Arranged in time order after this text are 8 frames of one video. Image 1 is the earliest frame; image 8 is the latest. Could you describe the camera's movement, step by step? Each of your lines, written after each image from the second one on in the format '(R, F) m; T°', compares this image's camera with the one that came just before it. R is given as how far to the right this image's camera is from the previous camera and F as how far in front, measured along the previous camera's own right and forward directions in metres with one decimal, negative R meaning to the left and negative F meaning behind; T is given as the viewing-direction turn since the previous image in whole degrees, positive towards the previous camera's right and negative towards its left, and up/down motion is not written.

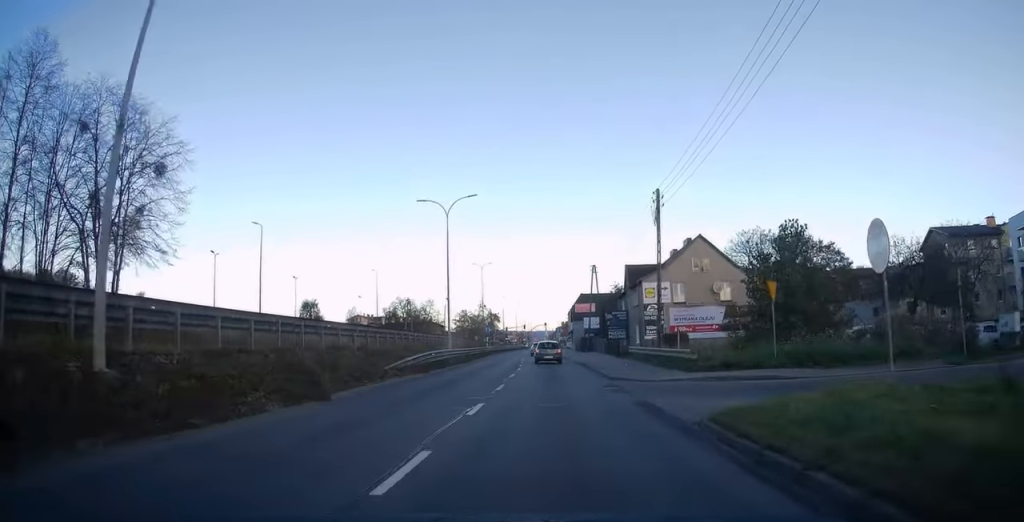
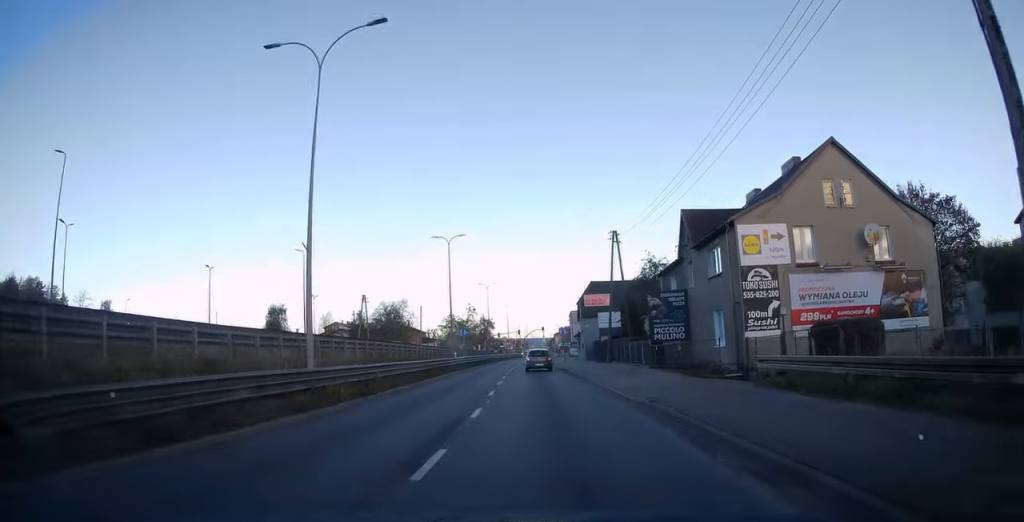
(0.0, +23.2) m; 0°
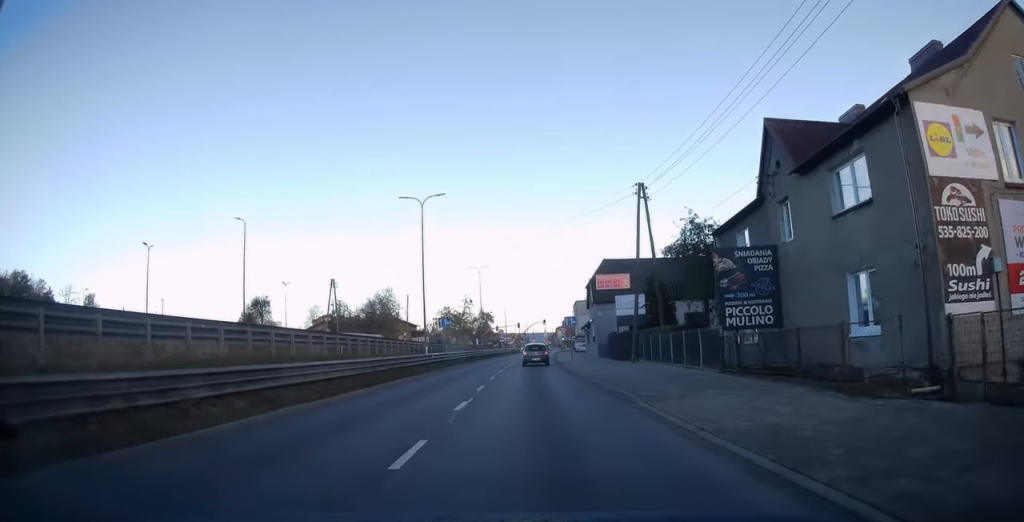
(0.0, +11.9) m; 0°
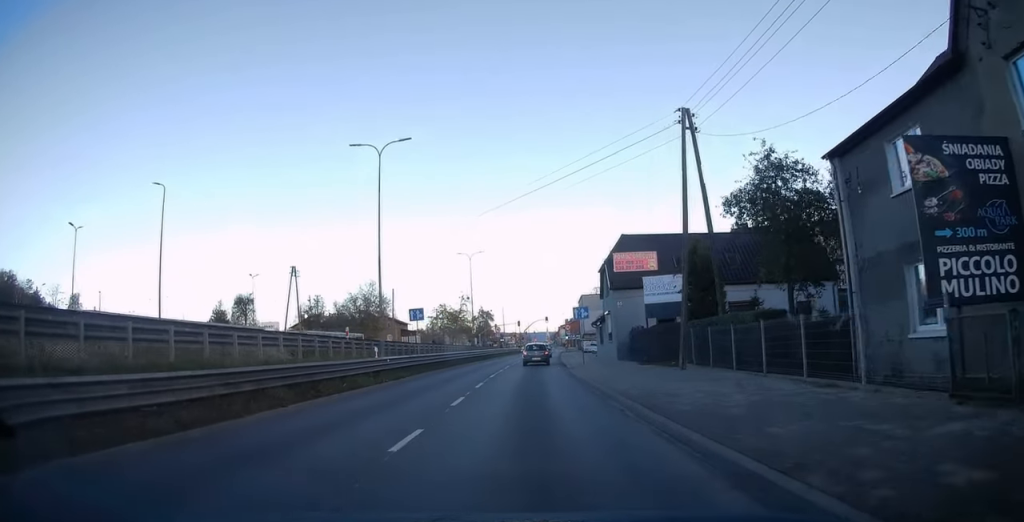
(+0.1, +10.8) m; 0°
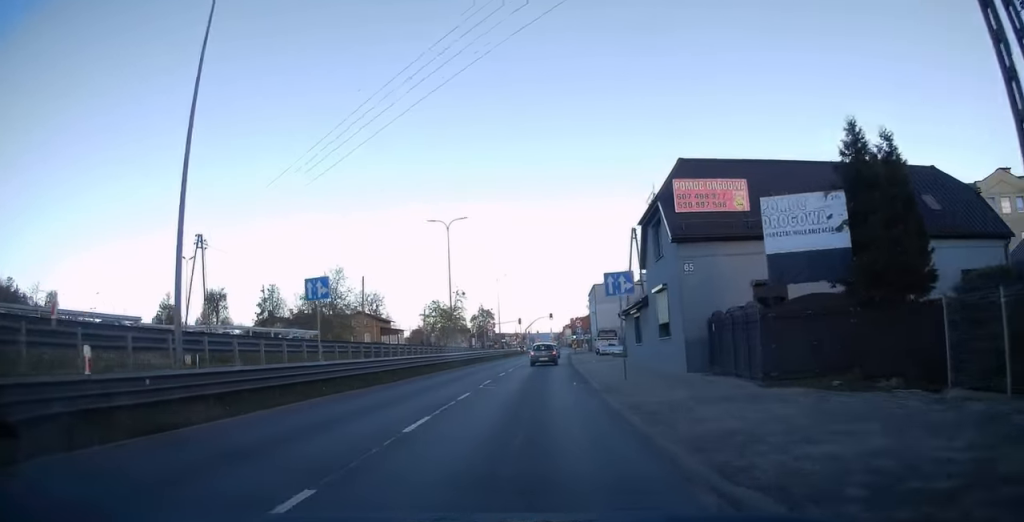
(0.0, +16.4) m; 0°
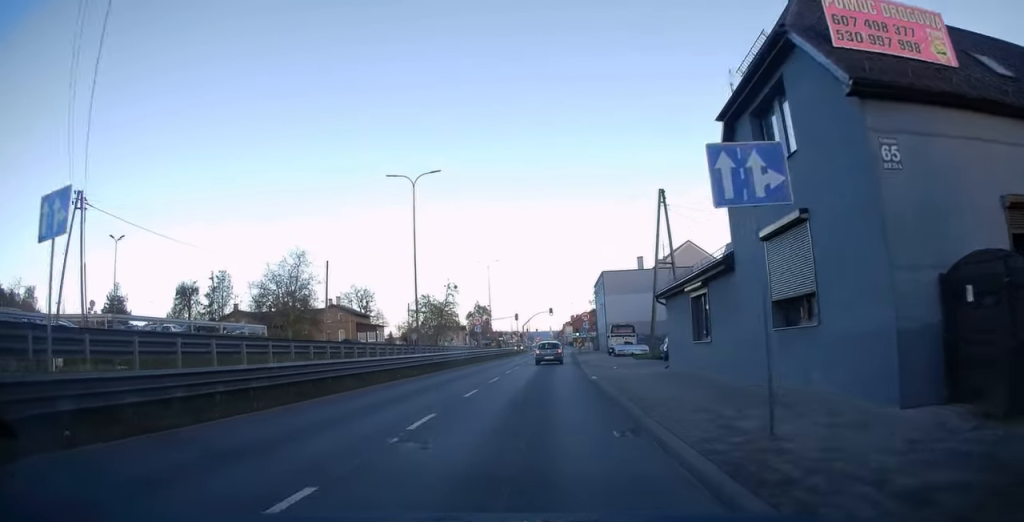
(-0.1, +11.9) m; 0°
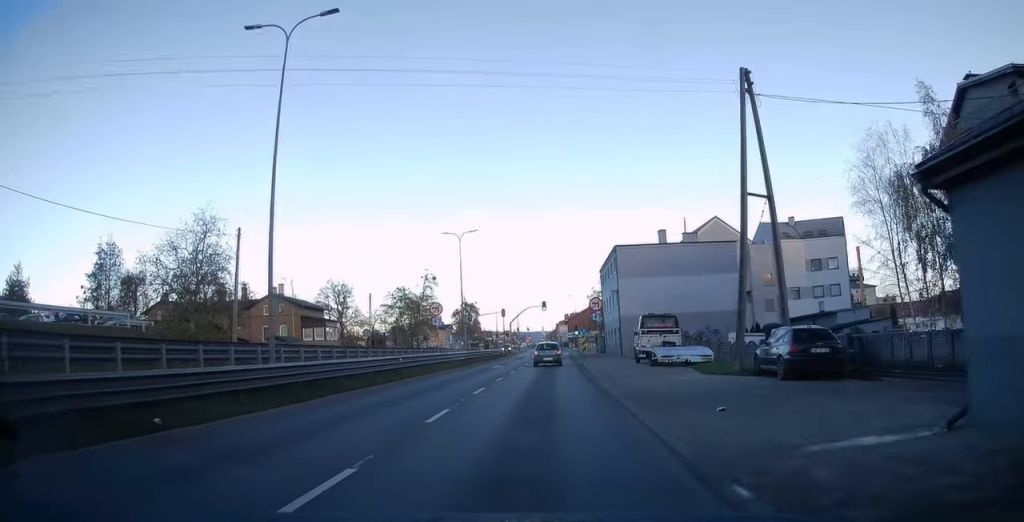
(0.0, +17.1) m; 0°
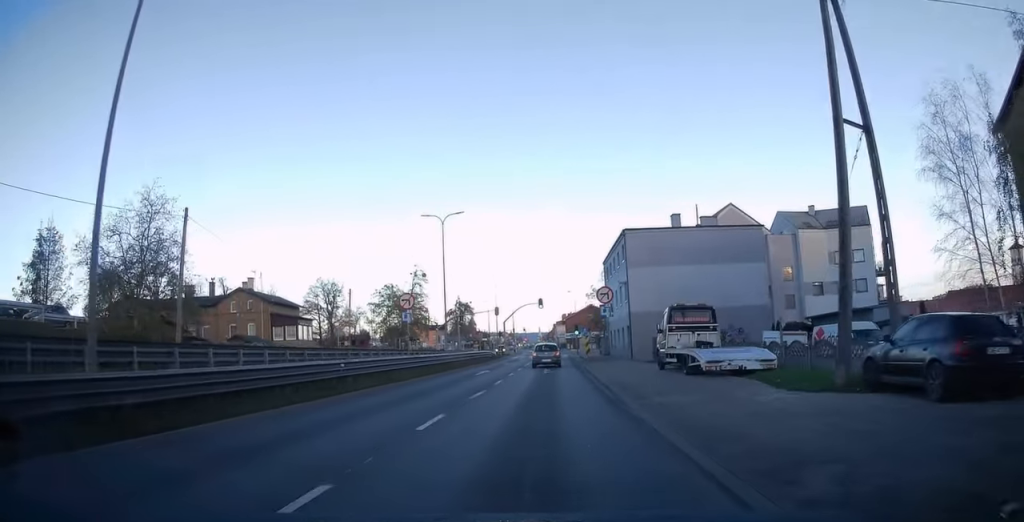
(0.0, +6.9) m; 0°
